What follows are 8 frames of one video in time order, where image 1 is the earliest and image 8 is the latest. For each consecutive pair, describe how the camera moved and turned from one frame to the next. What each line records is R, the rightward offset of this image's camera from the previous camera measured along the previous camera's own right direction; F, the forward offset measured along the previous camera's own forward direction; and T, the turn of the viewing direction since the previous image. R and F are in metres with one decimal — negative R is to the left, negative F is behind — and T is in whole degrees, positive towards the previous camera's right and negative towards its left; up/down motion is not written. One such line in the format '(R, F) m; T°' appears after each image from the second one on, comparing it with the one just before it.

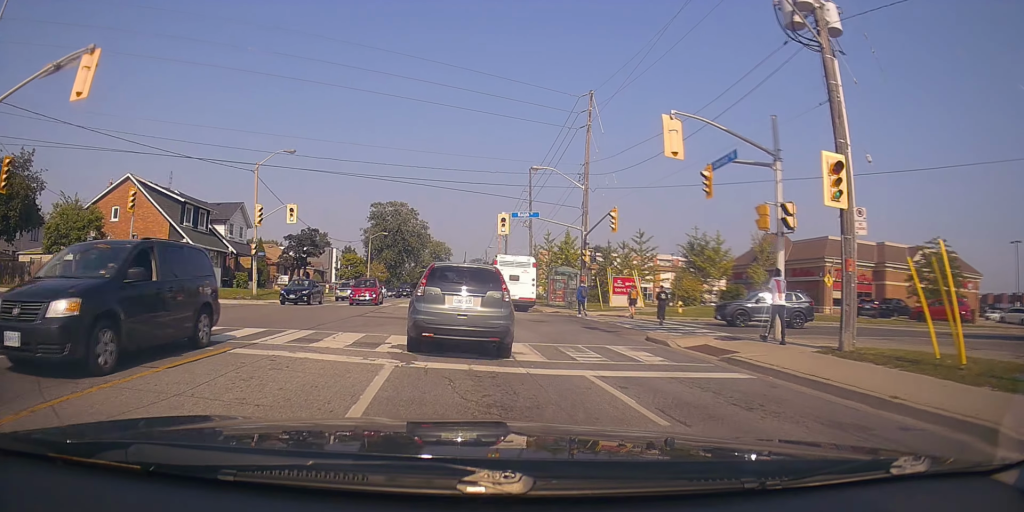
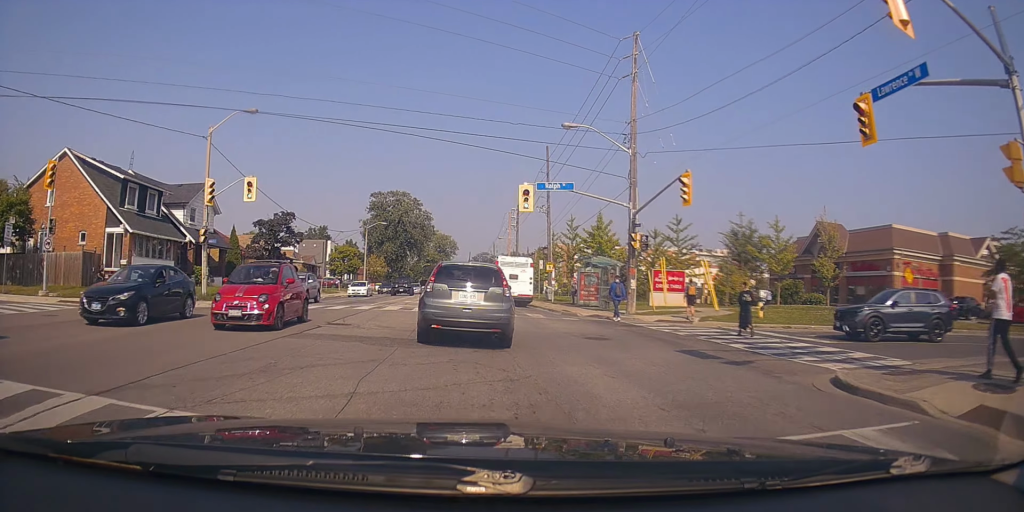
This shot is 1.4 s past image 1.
(+0.4, +8.6) m; +4°
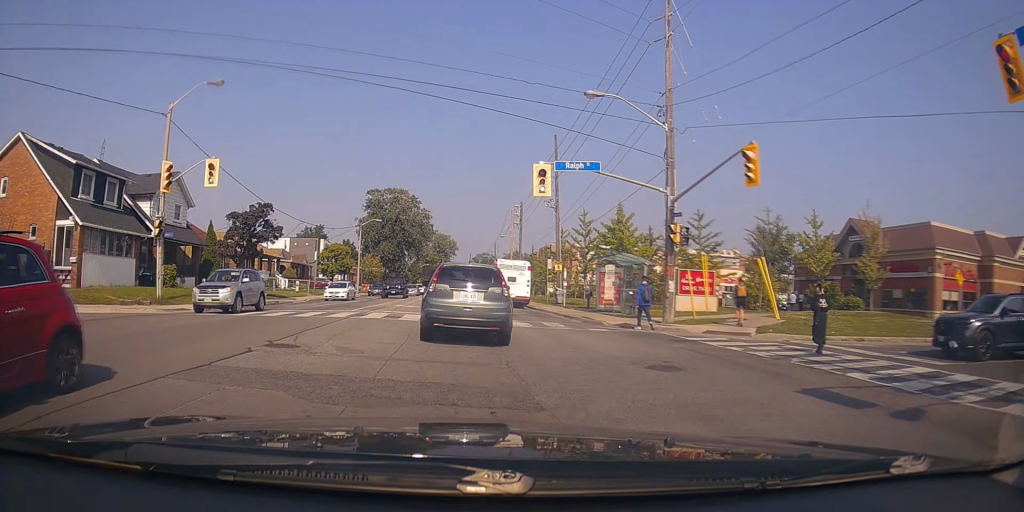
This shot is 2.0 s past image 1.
(+0.1, +4.8) m; +1°
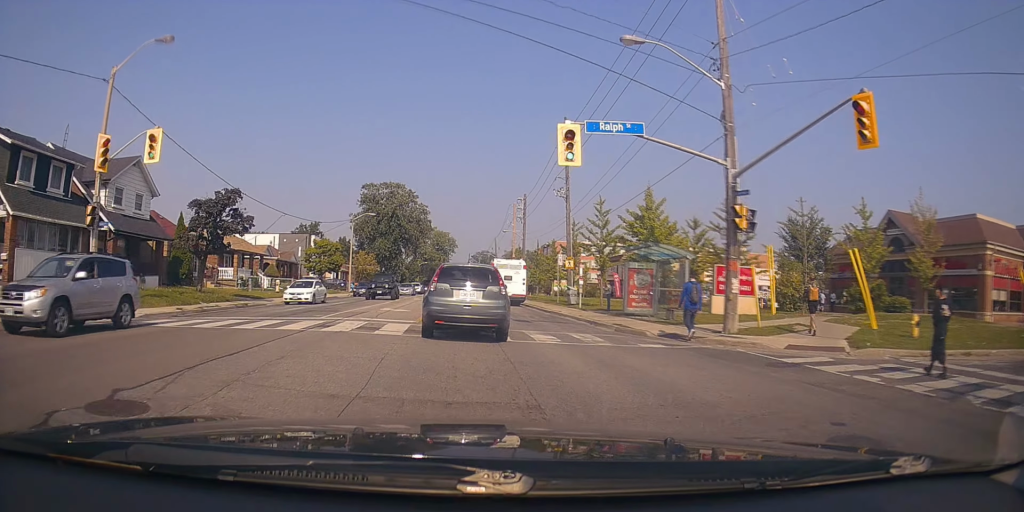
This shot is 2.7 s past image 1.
(0.0, +5.2) m; -1°
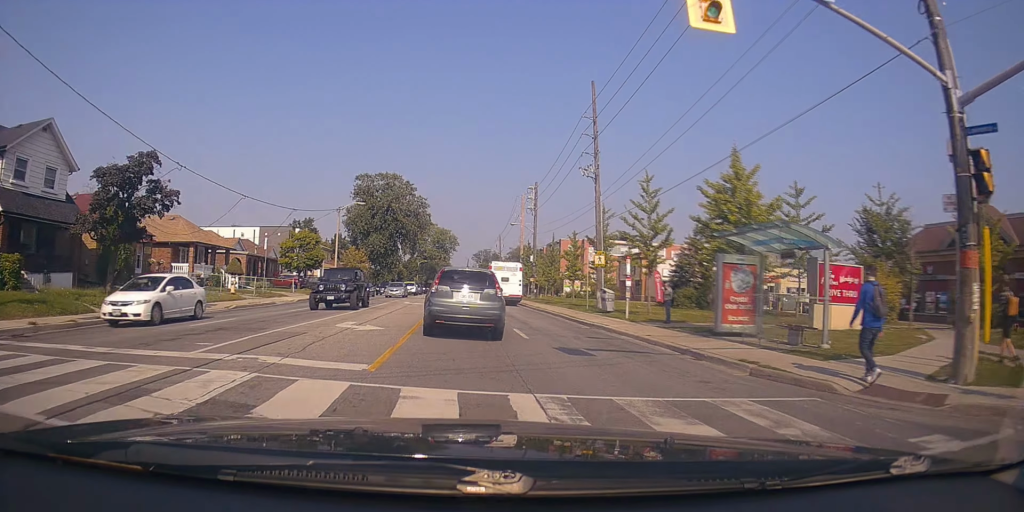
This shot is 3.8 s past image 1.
(-0.2, +9.2) m; +1°
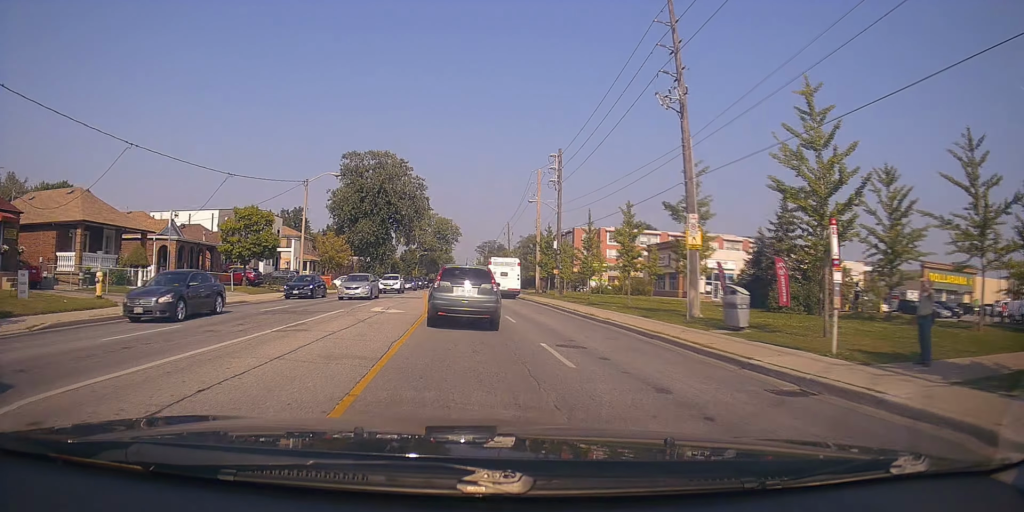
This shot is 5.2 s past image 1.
(+0.4, +14.2) m; 0°
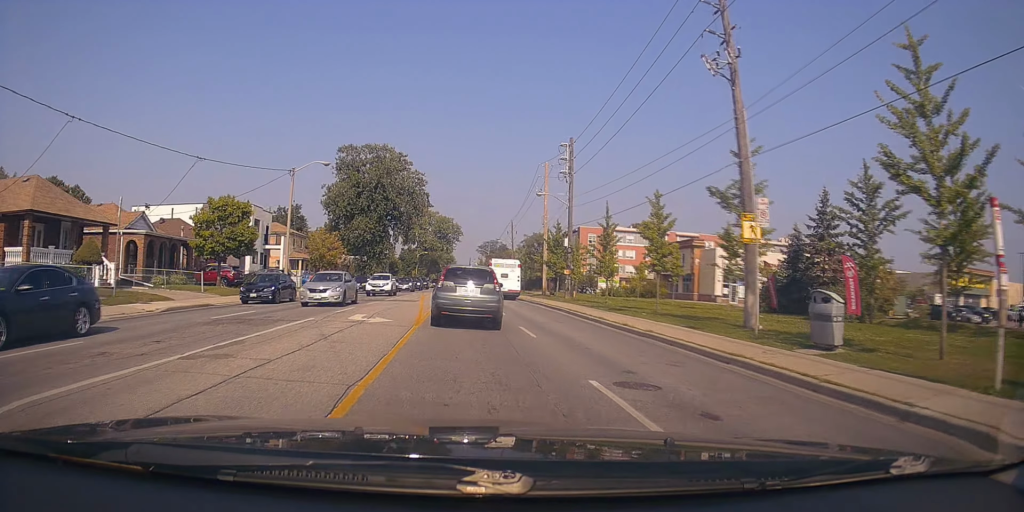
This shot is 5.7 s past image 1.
(-0.1, +4.5) m; -1°
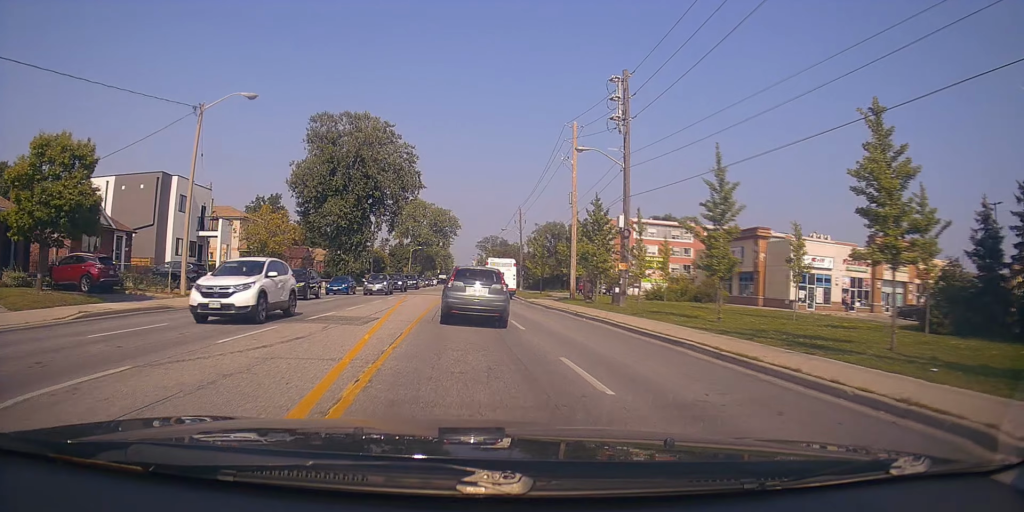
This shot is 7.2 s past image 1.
(0.0, +16.2) m; 0°
